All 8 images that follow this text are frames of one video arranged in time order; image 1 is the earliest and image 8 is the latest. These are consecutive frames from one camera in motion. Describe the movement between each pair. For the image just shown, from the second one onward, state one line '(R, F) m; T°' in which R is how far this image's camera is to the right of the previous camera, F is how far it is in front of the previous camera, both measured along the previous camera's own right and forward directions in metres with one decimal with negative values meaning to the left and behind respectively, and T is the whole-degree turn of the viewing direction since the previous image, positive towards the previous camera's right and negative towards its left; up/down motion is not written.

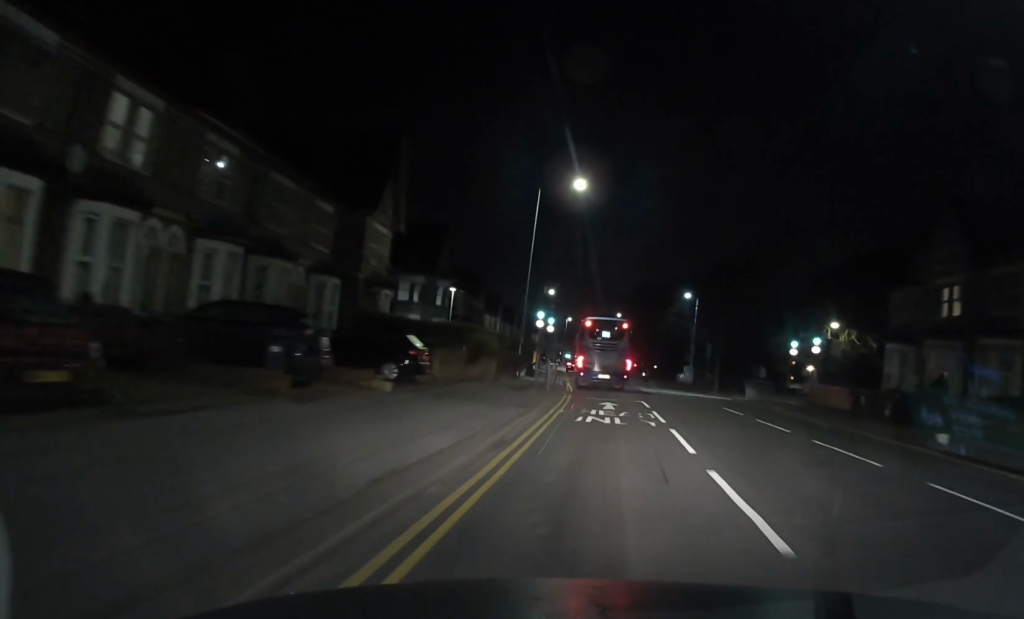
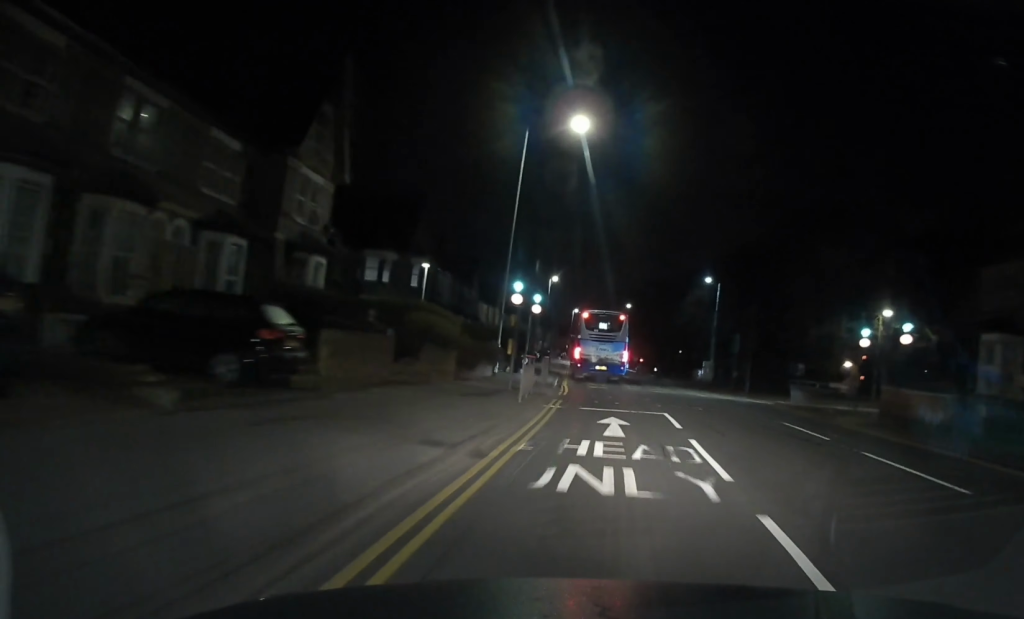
(0.0, +8.9) m; 0°
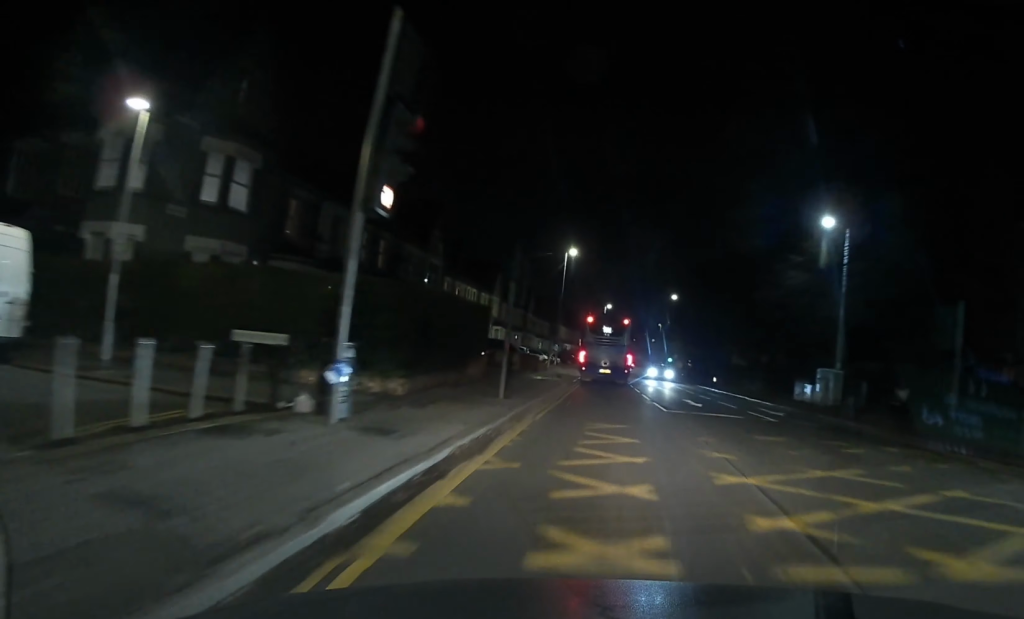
(-0.4, +28.2) m; -3°
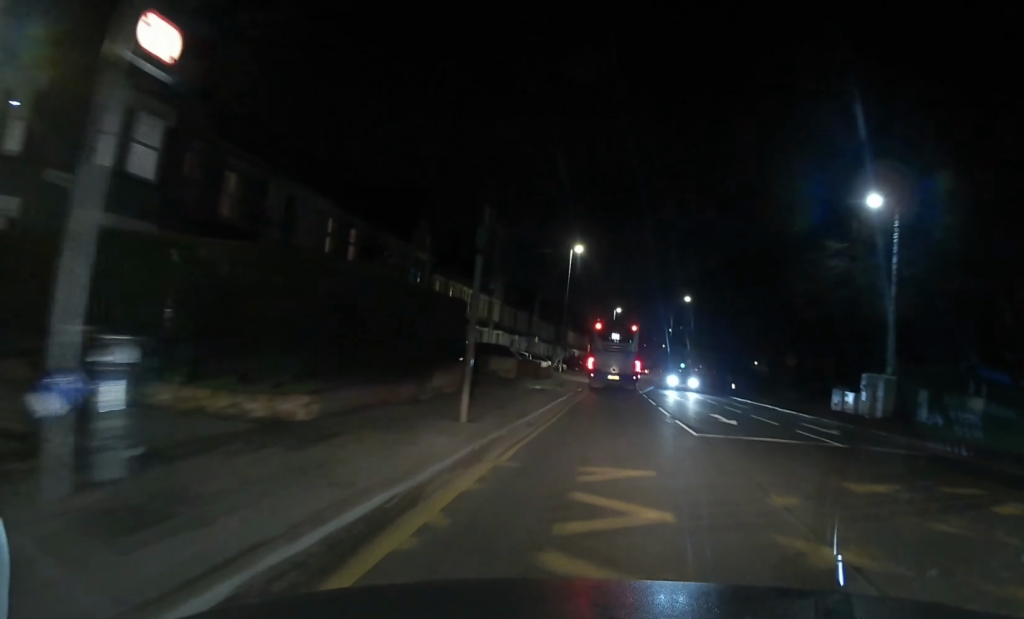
(-0.1, +5.5) m; -1°
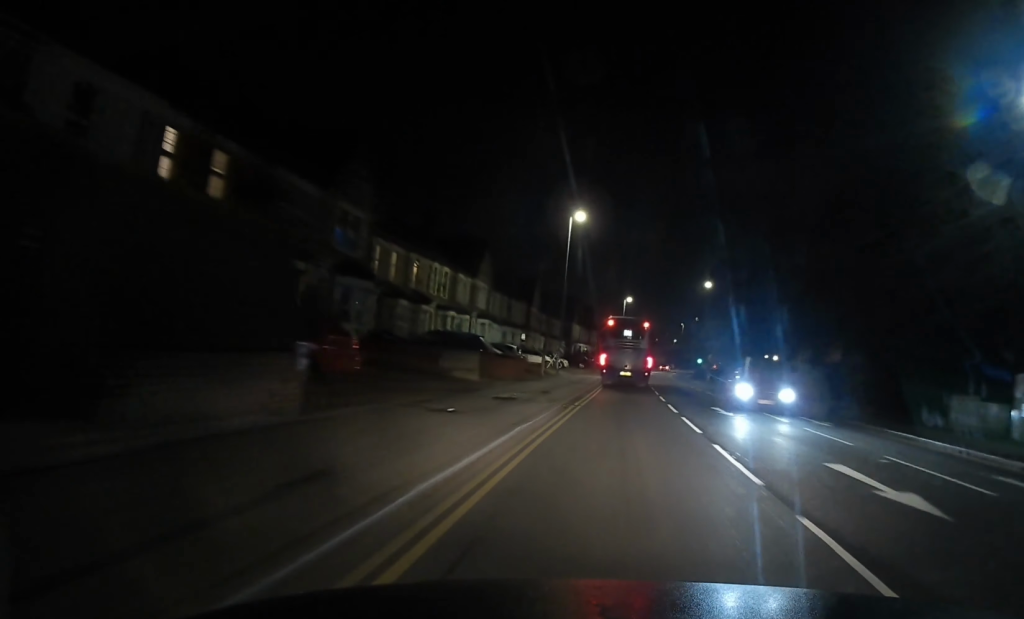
(-0.1, +12.1) m; 0°
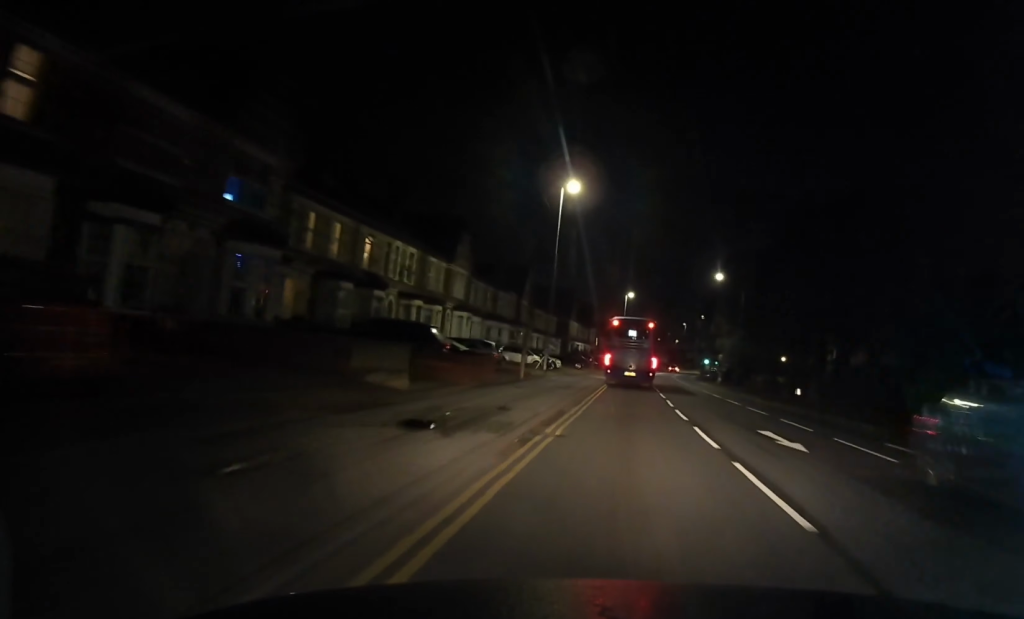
(0.0, +8.6) m; 0°
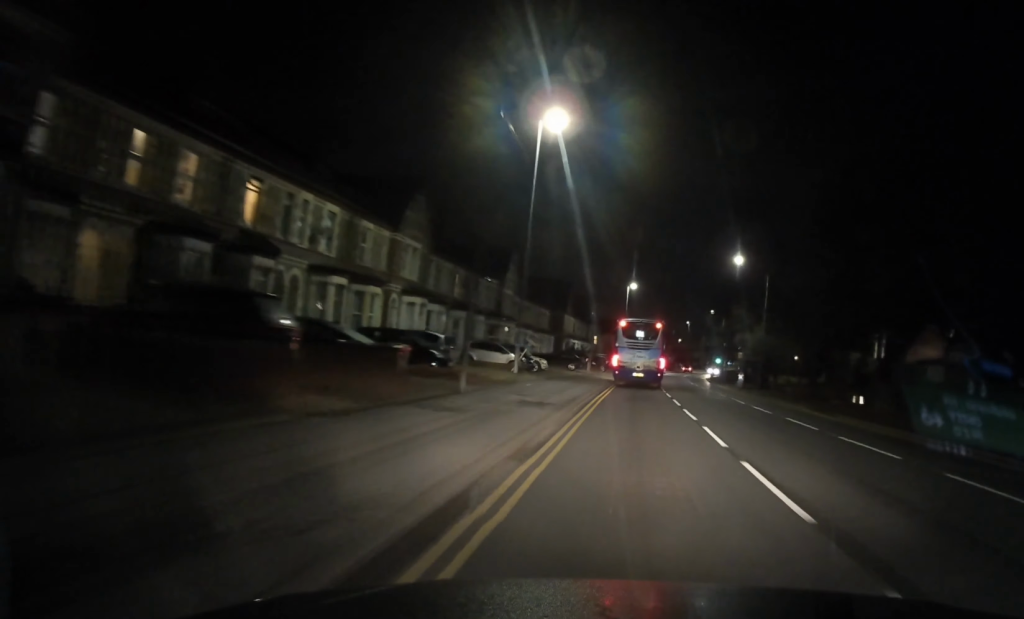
(0.0, +11.7) m; 0°
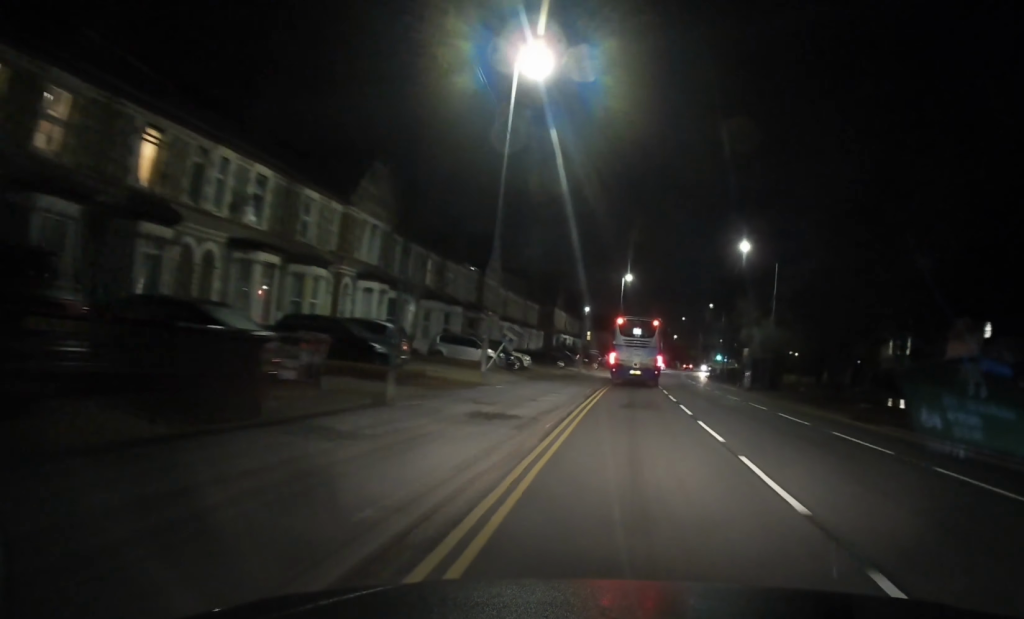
(0.0, +5.6) m; 0°
